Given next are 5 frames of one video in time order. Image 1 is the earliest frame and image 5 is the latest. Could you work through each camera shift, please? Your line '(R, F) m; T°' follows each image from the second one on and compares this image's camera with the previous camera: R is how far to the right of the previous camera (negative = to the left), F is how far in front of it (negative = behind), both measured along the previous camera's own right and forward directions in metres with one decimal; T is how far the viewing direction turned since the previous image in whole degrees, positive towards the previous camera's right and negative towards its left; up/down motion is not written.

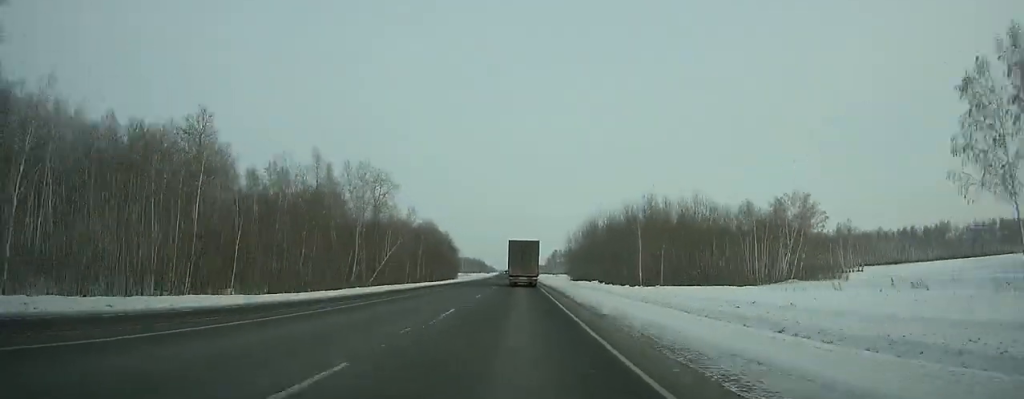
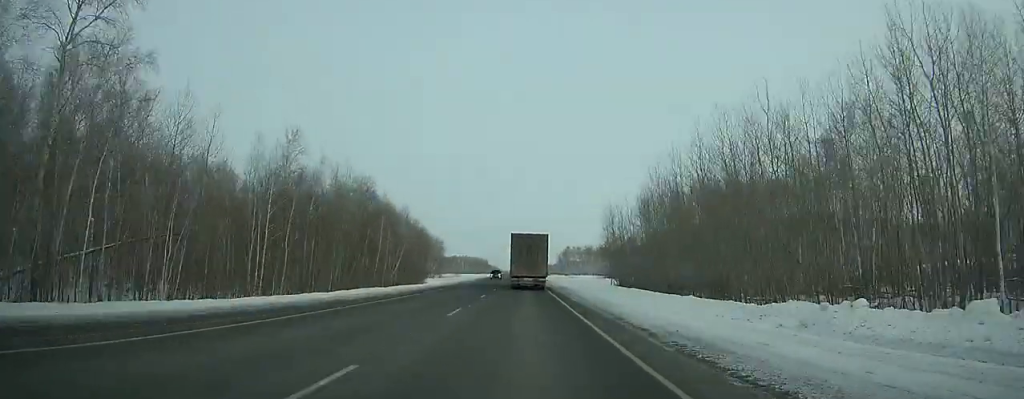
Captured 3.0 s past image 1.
(-0.4, +74.1) m; -1°
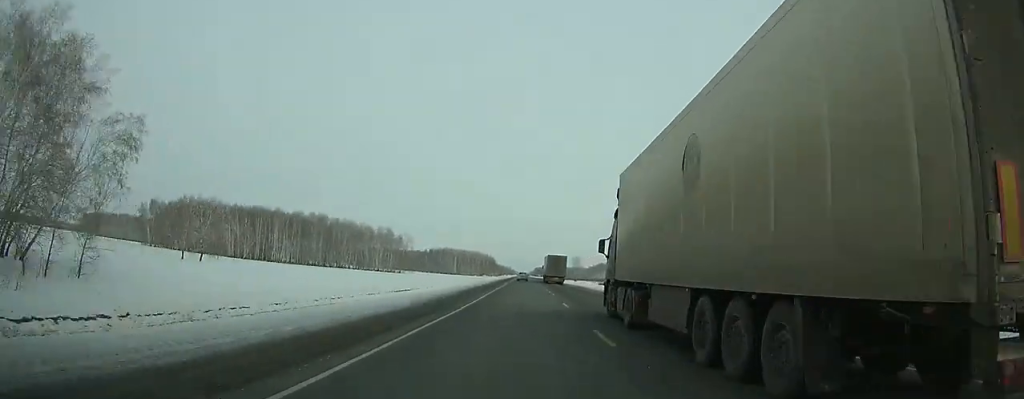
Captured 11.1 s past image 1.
(-4.8, +216.4) m; -1°
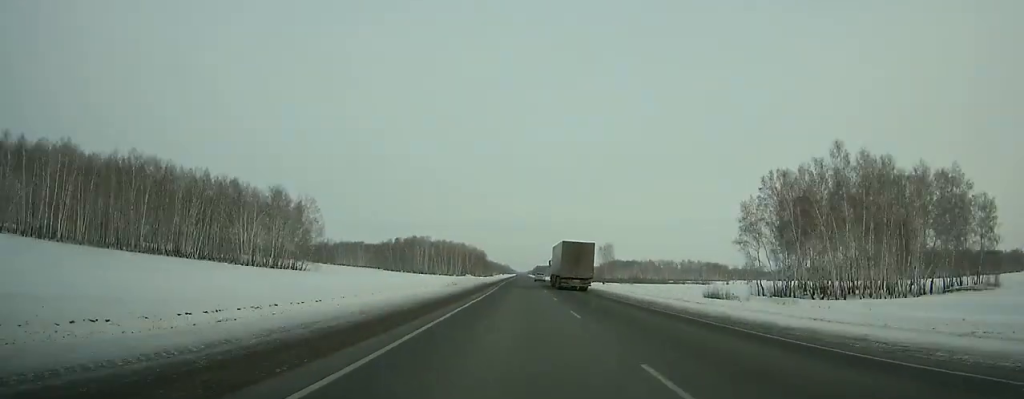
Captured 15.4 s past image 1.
(+0.7, +127.1) m; 0°
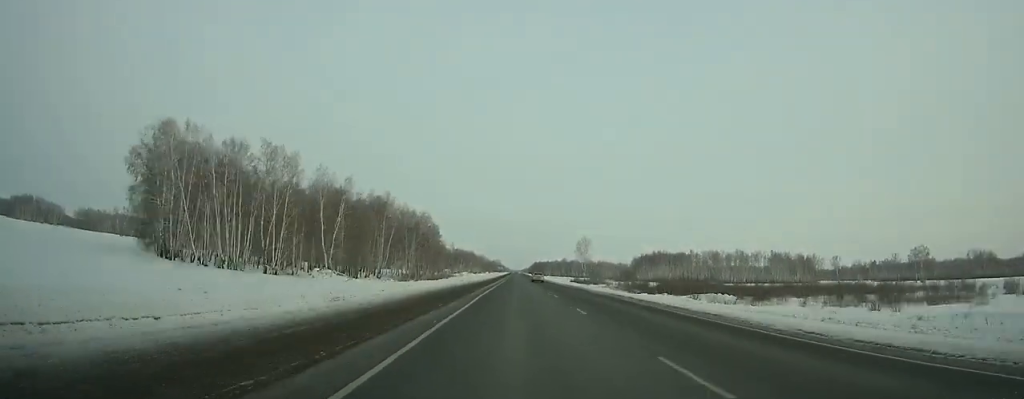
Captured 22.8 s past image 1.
(+0.2, +229.9) m; +1°
